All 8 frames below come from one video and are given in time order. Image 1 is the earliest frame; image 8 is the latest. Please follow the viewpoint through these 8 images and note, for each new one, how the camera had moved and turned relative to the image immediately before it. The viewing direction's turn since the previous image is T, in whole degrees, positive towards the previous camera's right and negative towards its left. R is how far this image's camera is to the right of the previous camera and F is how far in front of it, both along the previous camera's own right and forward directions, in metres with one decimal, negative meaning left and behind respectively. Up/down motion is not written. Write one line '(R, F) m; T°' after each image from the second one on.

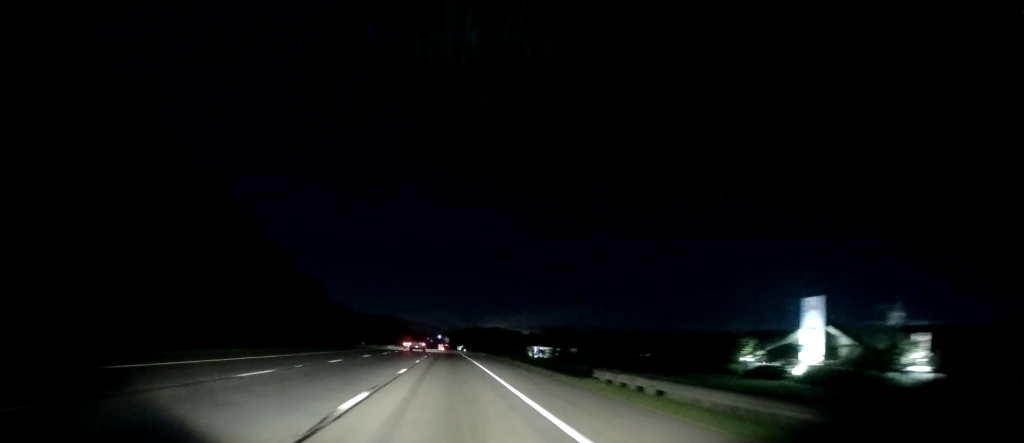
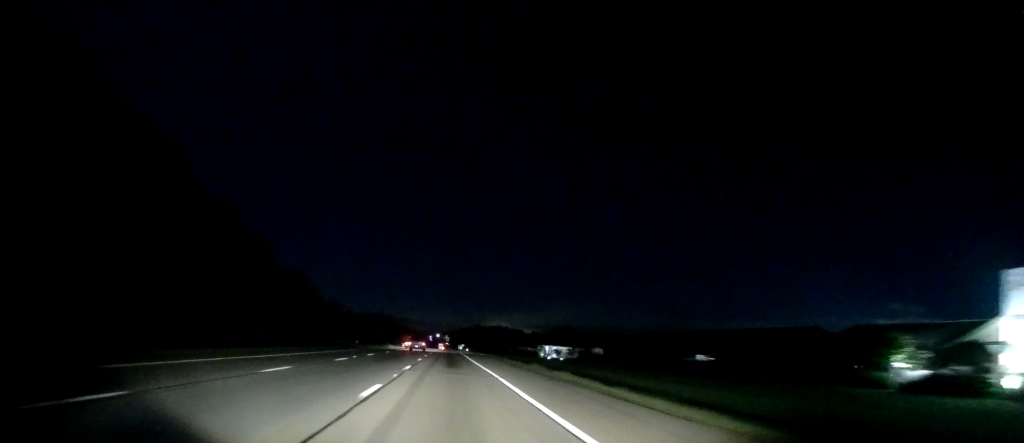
(0.0, +22.2) m; 0°
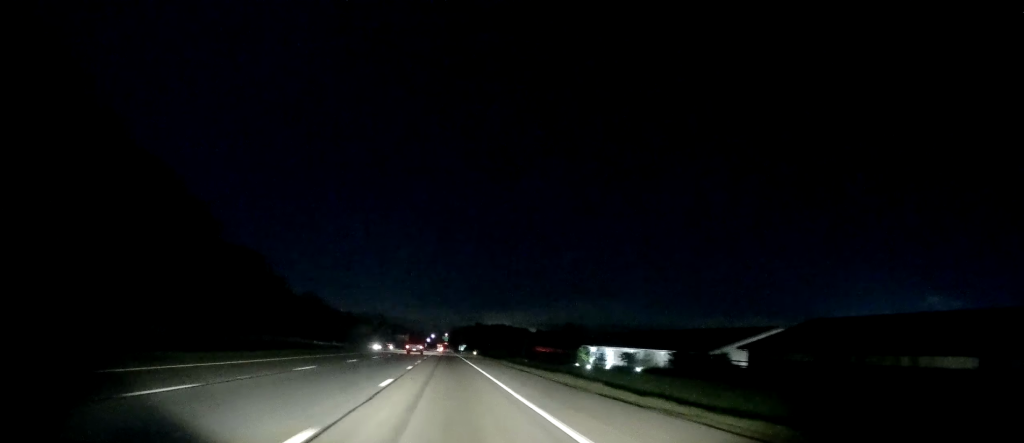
(-0.2, +56.3) m; 0°
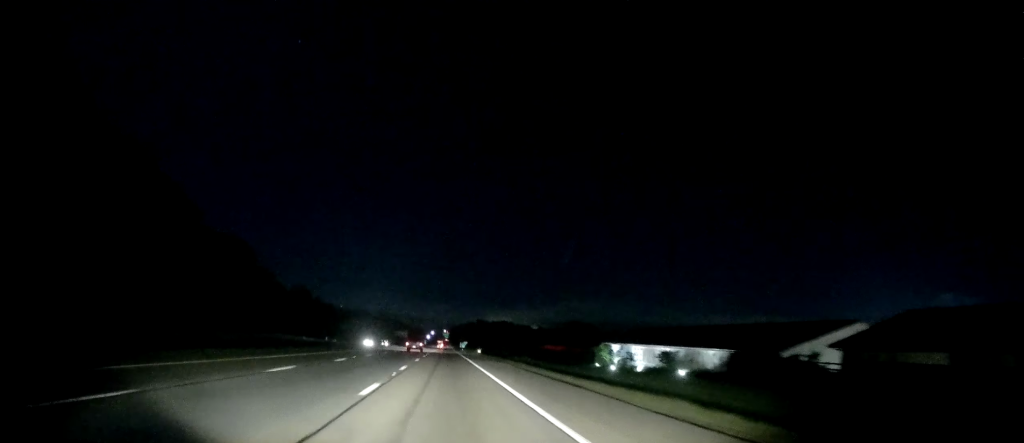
(+0.1, +15.4) m; 0°
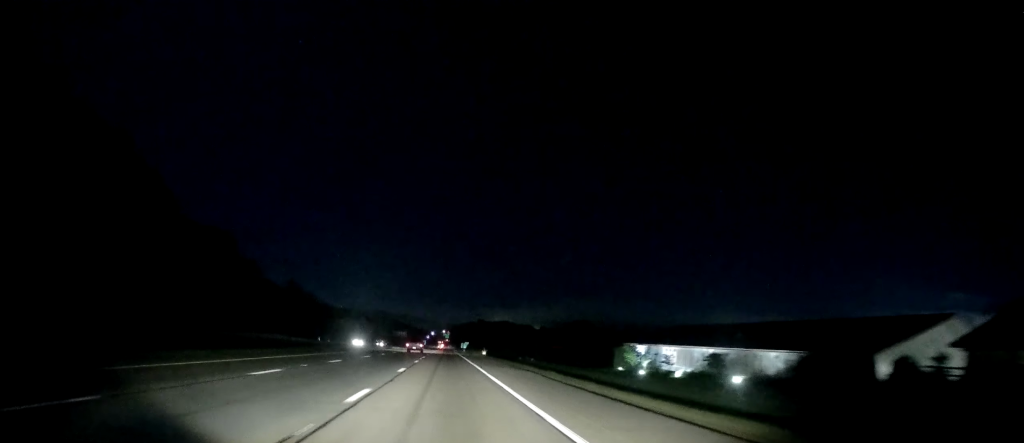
(0.0, +13.4) m; 0°
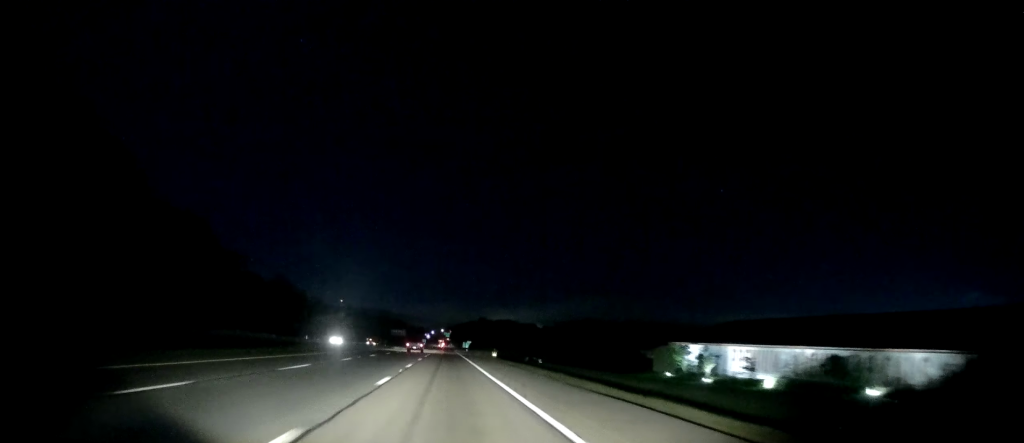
(-0.1, +19.6) m; 0°
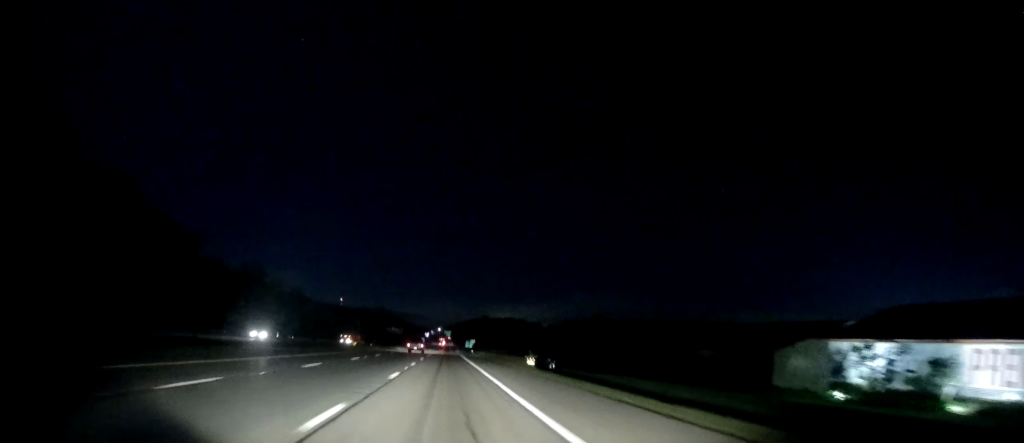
(+0.3, +33.1) m; +1°
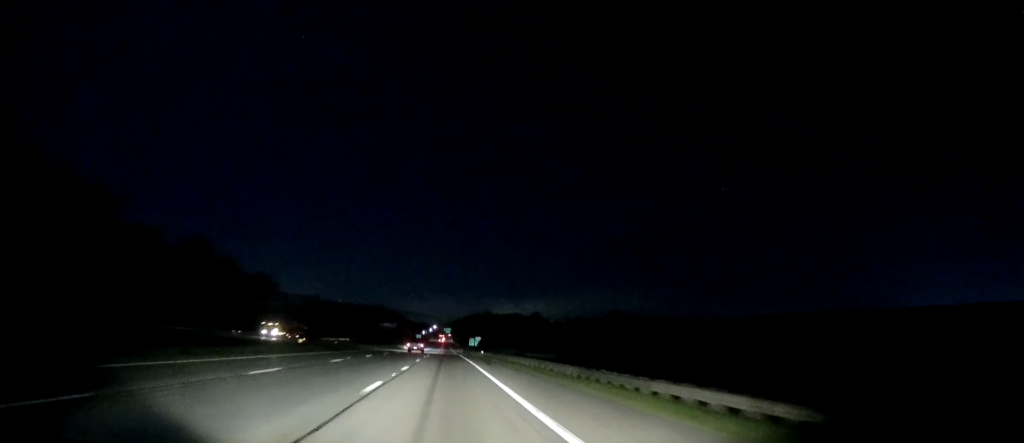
(-0.2, +43.7) m; -1°
